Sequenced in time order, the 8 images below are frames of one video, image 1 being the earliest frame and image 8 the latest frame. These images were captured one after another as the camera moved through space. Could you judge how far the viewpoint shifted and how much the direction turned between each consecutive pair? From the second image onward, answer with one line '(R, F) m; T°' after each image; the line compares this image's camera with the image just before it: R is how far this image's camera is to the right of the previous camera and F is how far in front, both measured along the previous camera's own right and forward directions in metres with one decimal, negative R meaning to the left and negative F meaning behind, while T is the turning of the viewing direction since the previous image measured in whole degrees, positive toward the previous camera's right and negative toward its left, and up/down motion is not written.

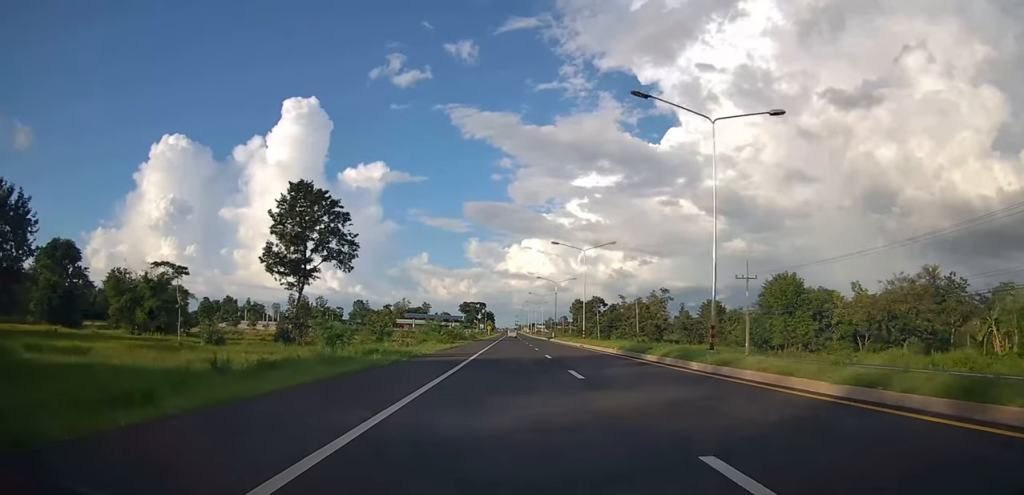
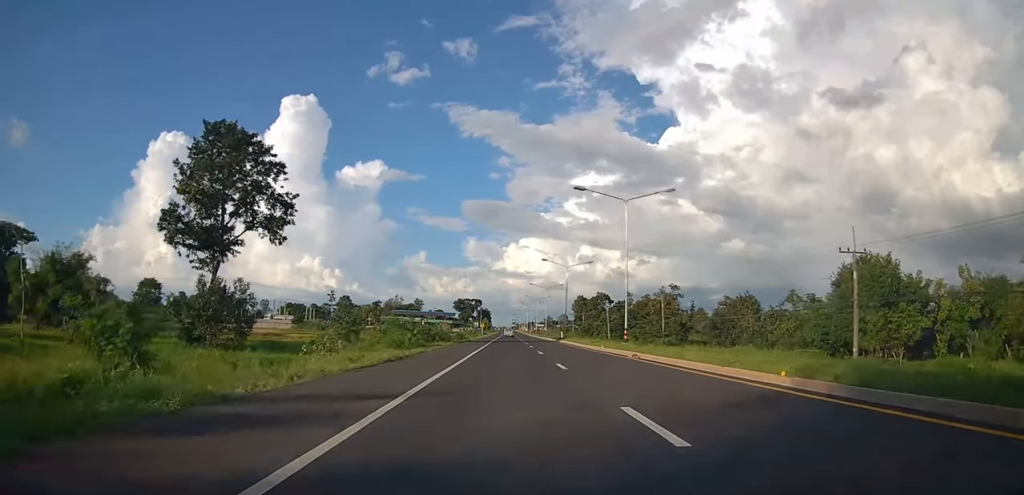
(-0.1, +20.8) m; 0°
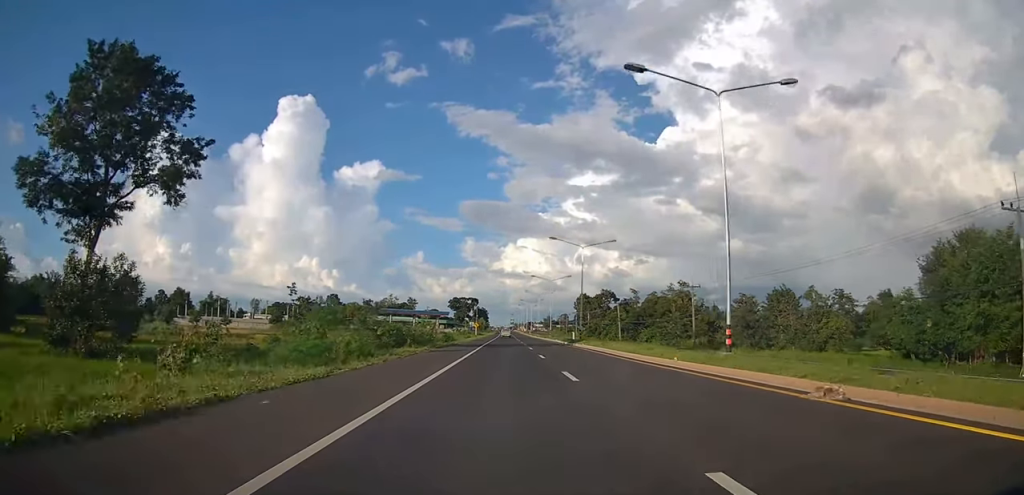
(0.0, +16.4) m; -1°
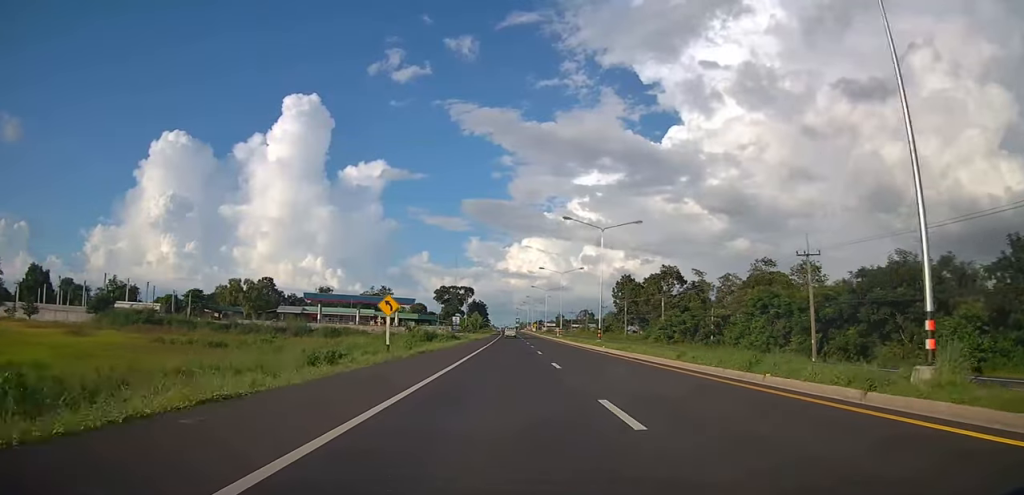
(-0.4, +79.7) m; +1°
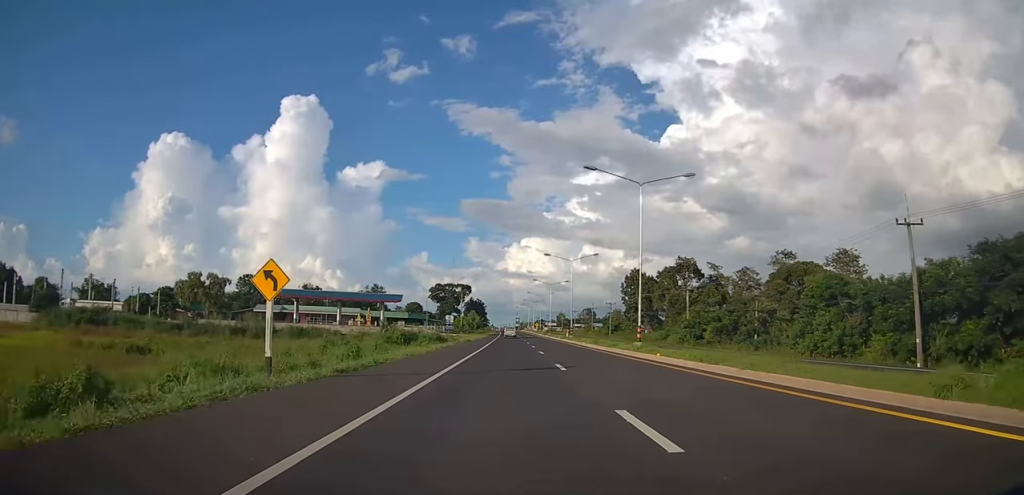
(0.0, +13.5) m; 0°
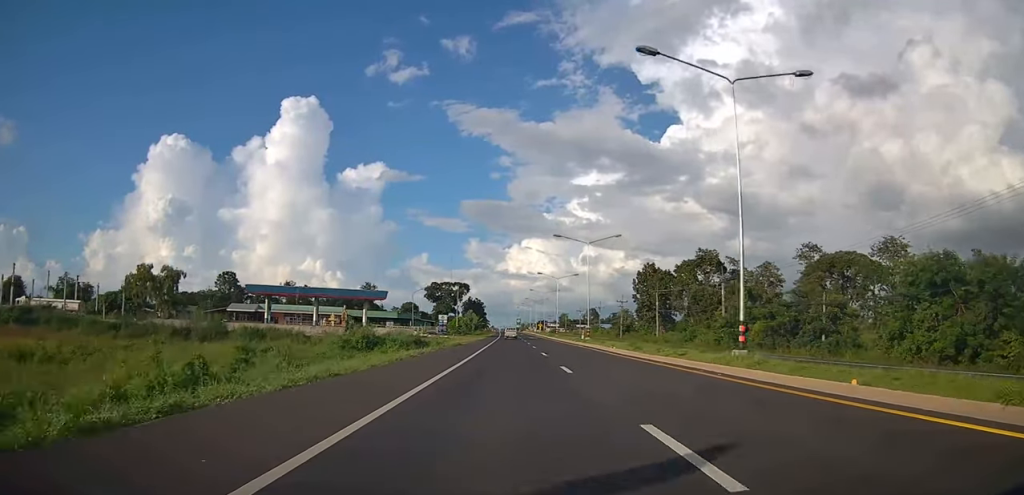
(+0.1, +13.5) m; 0°
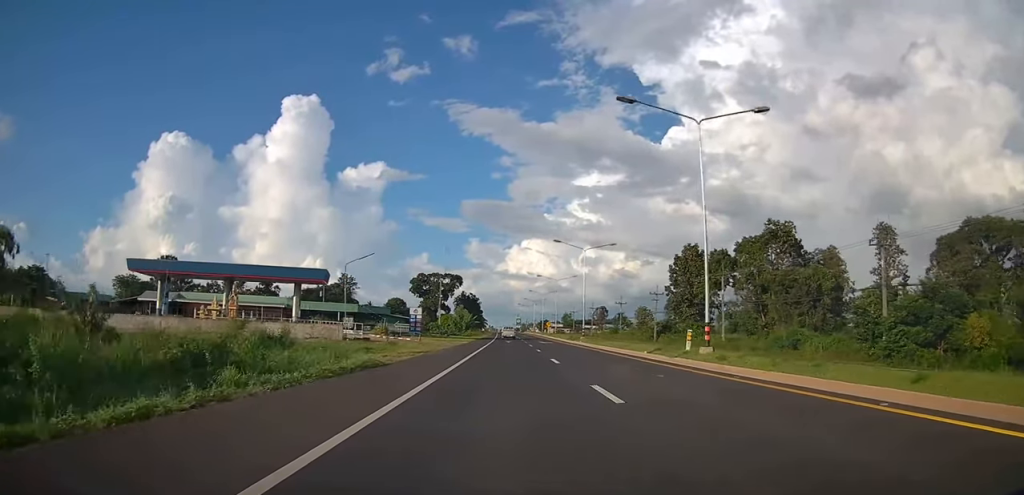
(-0.1, +31.3) m; 0°
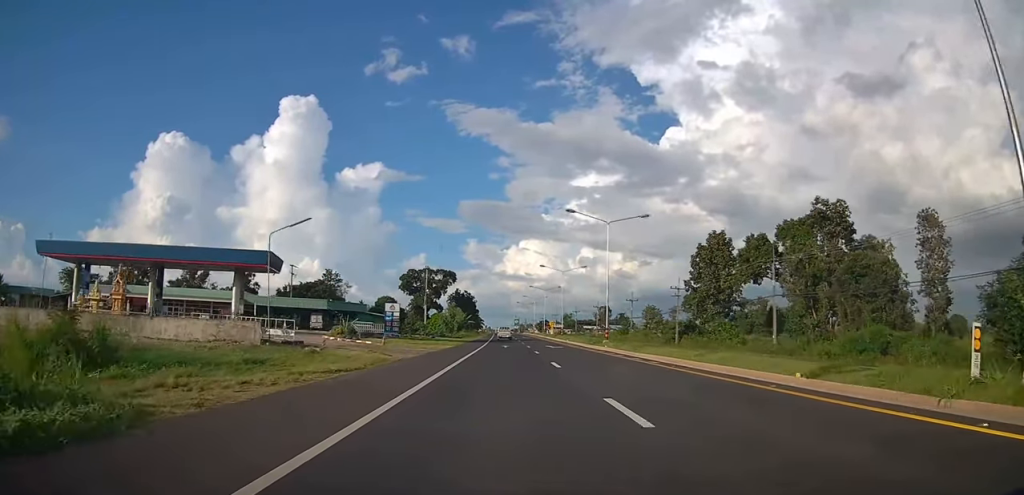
(0.0, +14.5) m; 0°
